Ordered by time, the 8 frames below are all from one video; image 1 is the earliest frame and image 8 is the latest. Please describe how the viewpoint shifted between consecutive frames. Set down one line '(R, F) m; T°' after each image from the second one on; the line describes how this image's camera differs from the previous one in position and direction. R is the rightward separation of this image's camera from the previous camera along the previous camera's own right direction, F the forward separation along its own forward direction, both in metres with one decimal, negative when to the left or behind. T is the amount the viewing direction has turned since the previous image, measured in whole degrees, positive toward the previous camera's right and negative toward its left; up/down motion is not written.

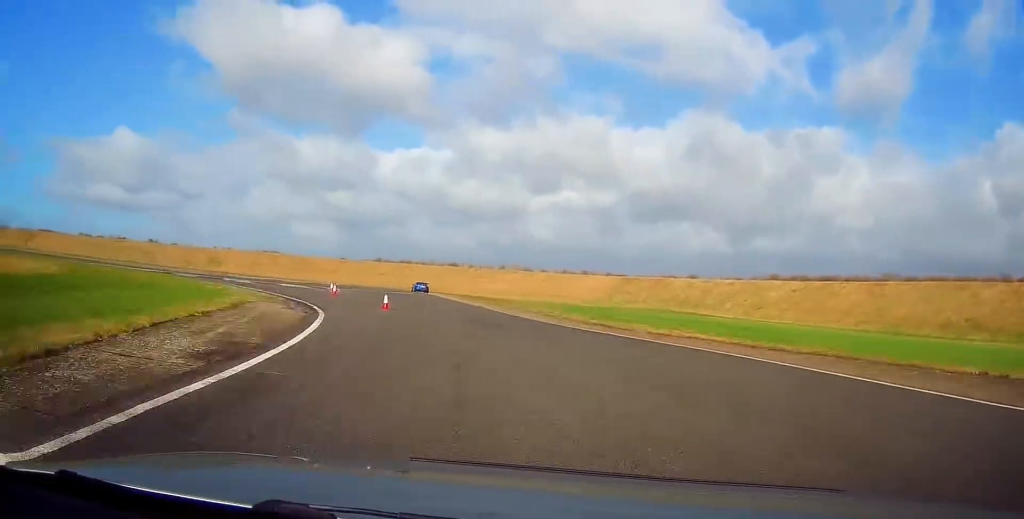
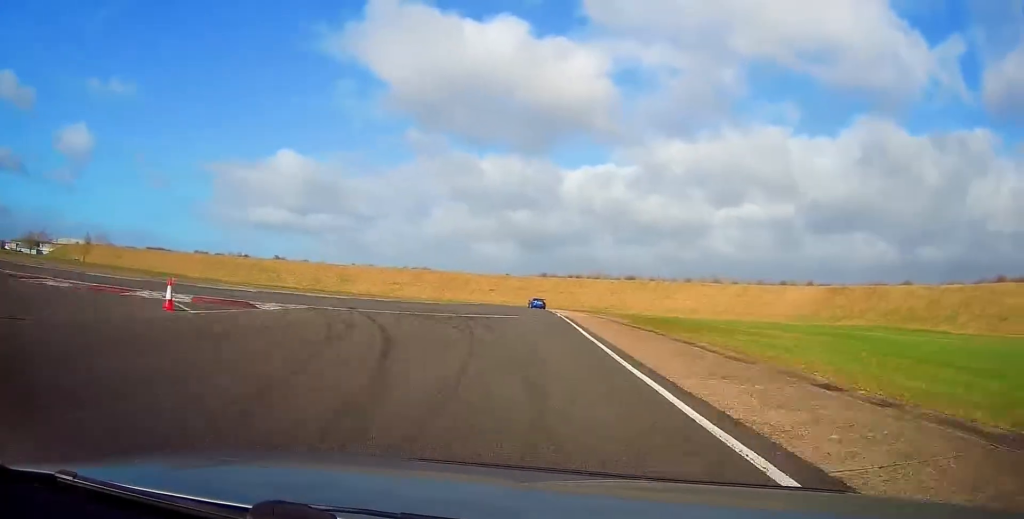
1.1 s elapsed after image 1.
(-6.0, +34.6) m; -15°
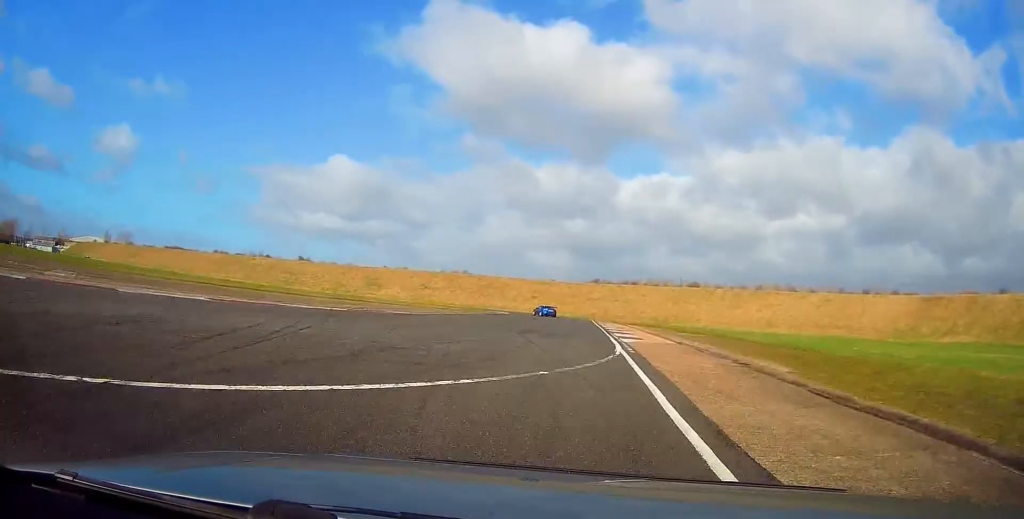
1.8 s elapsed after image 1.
(-1.4, +23.1) m; -5°
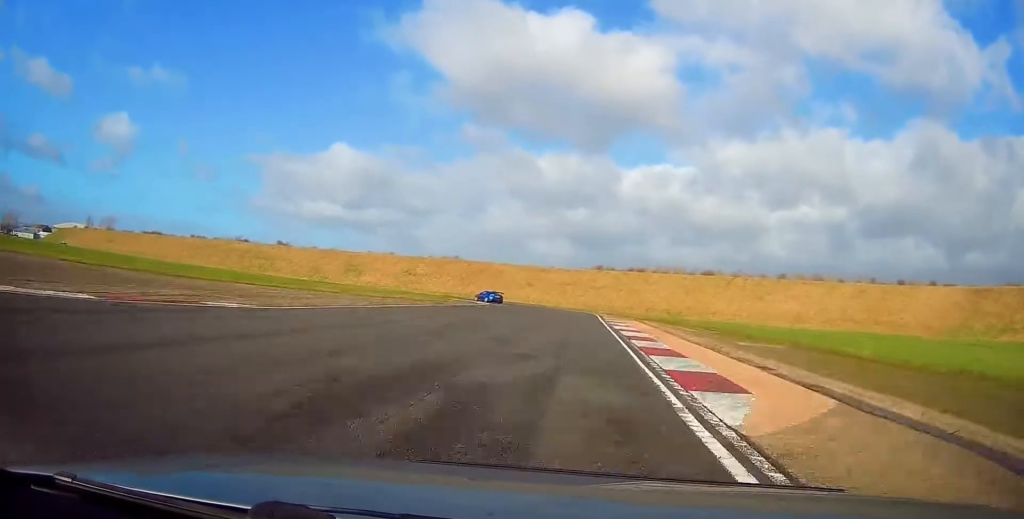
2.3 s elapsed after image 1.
(-0.2, +16.8) m; -2°
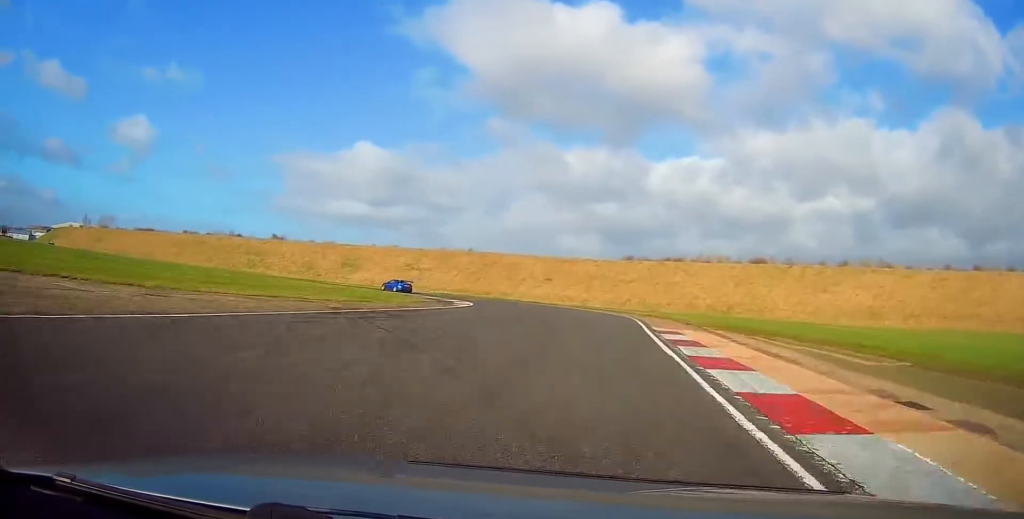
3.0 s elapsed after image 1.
(-0.4, +20.7) m; -4°
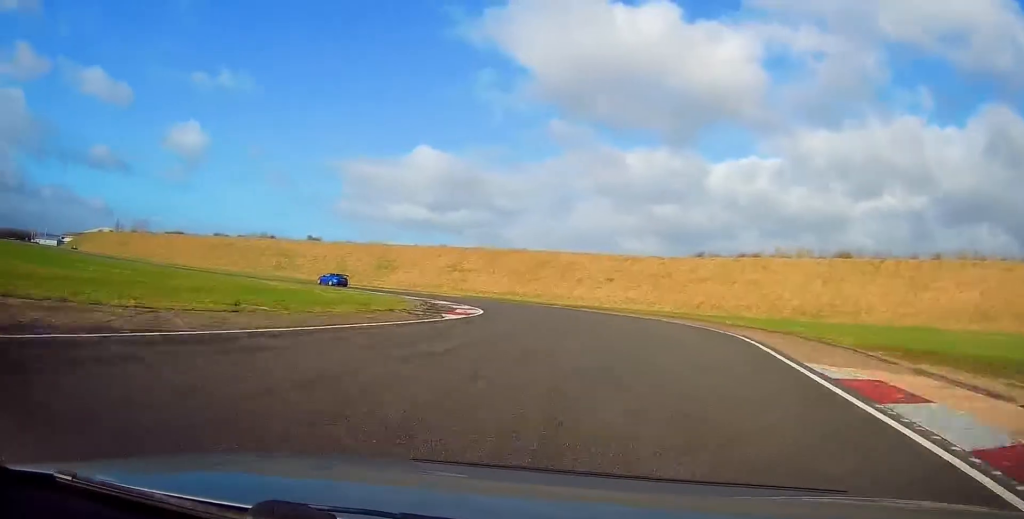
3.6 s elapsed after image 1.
(-0.1, +16.2) m; -5°
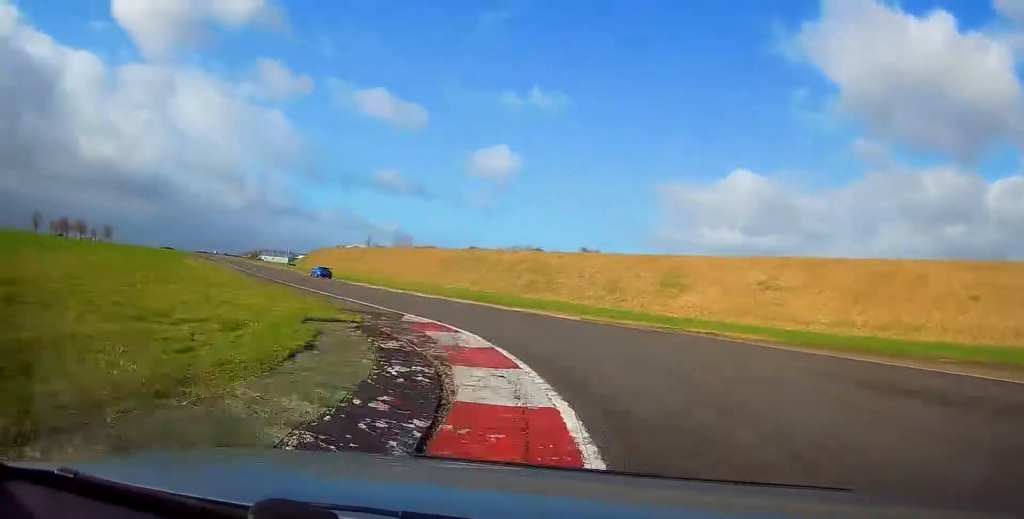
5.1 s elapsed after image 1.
(-8.7, +37.9) m; -28°
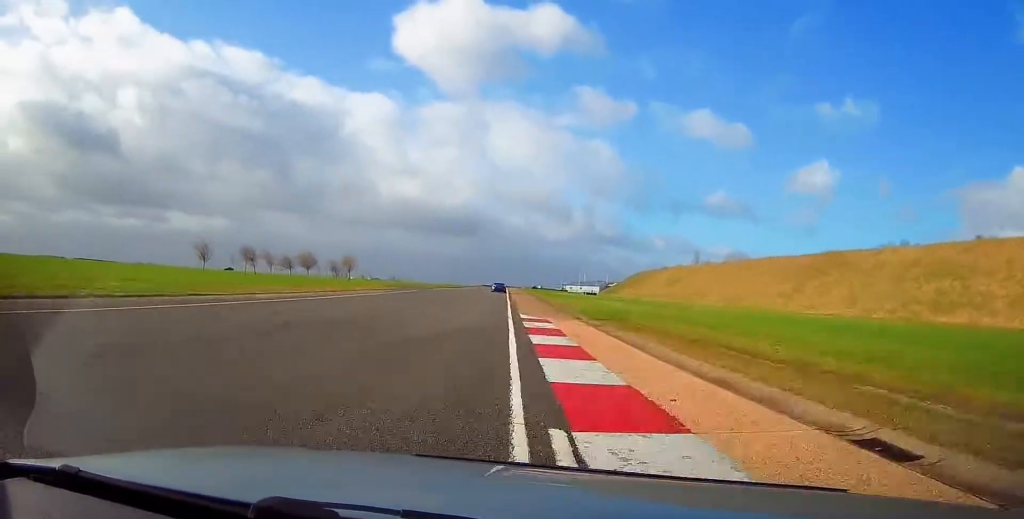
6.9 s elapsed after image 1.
(-13.4, +49.1) m; -27°
